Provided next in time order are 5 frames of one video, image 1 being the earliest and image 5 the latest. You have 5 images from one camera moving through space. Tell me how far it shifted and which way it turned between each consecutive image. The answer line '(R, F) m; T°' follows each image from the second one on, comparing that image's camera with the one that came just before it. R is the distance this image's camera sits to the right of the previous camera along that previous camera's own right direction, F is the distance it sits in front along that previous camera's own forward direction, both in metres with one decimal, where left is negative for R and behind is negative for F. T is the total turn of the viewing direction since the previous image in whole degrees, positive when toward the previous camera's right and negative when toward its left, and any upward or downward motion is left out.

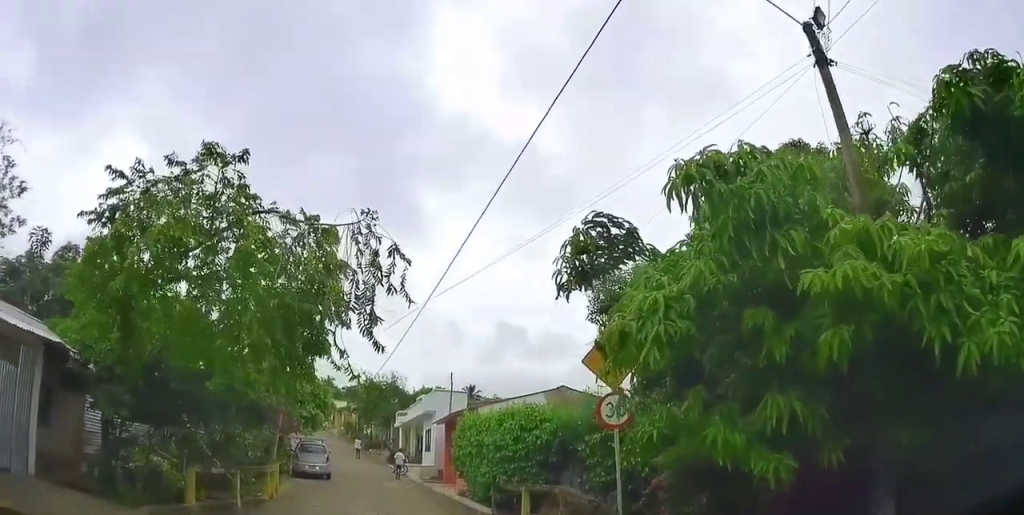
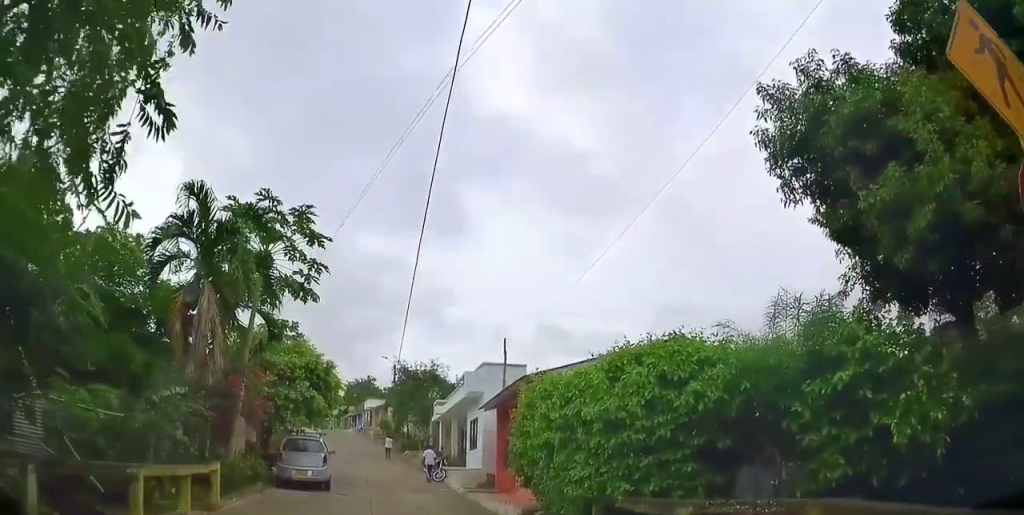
(0.0, +6.5) m; 0°
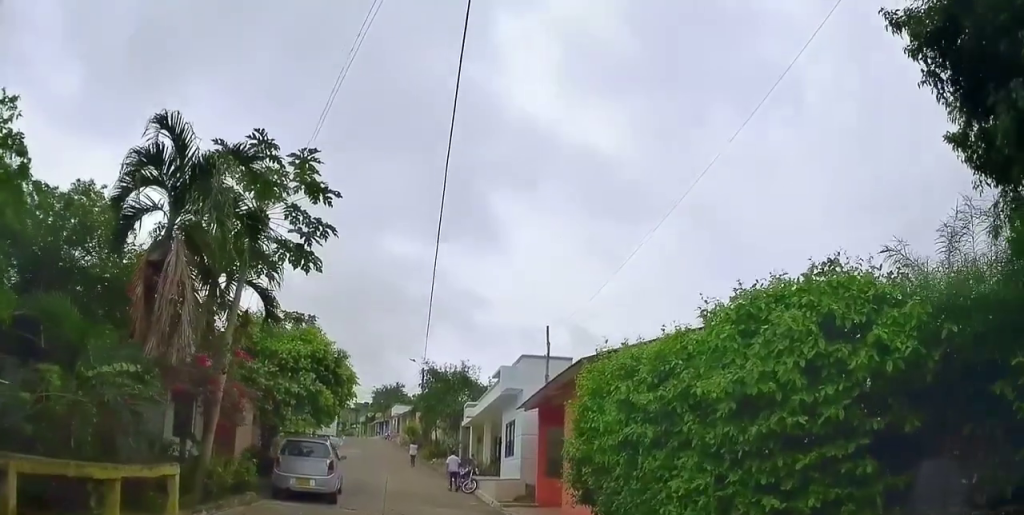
(0.0, +2.1) m; 0°
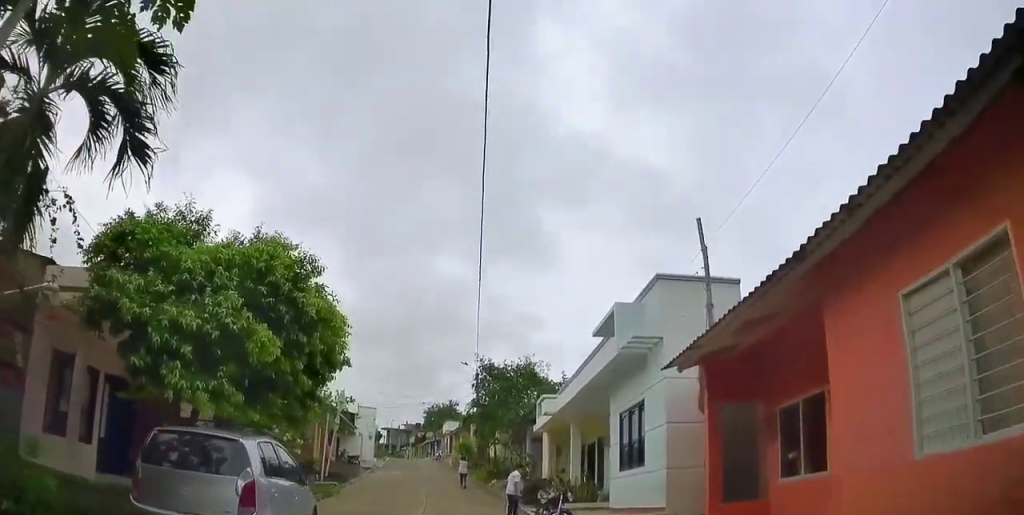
(+0.1, +7.1) m; +1°
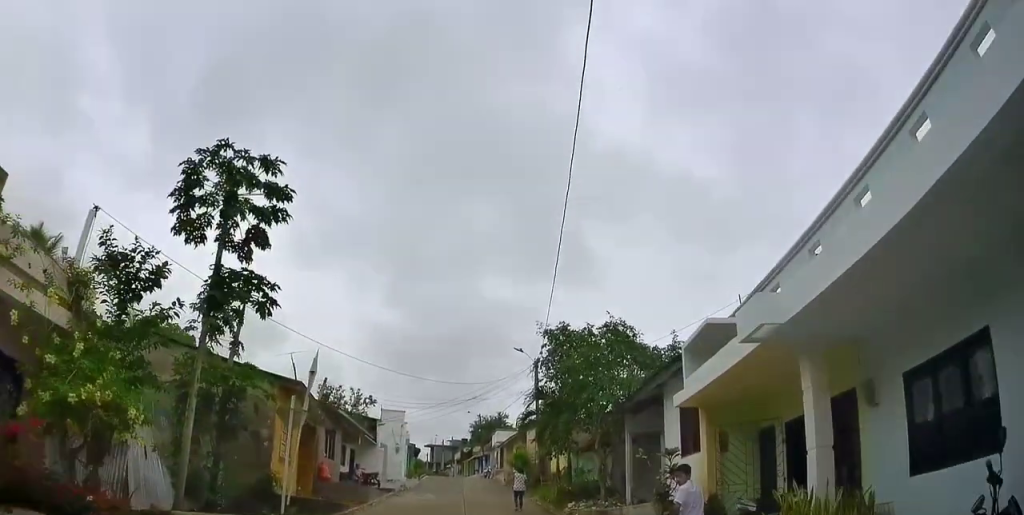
(-0.8, +9.7) m; -8°
